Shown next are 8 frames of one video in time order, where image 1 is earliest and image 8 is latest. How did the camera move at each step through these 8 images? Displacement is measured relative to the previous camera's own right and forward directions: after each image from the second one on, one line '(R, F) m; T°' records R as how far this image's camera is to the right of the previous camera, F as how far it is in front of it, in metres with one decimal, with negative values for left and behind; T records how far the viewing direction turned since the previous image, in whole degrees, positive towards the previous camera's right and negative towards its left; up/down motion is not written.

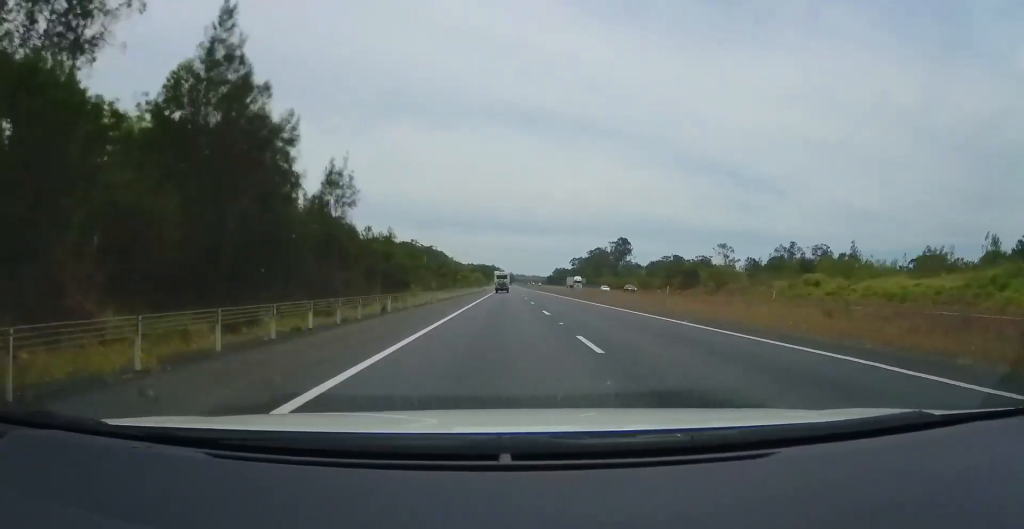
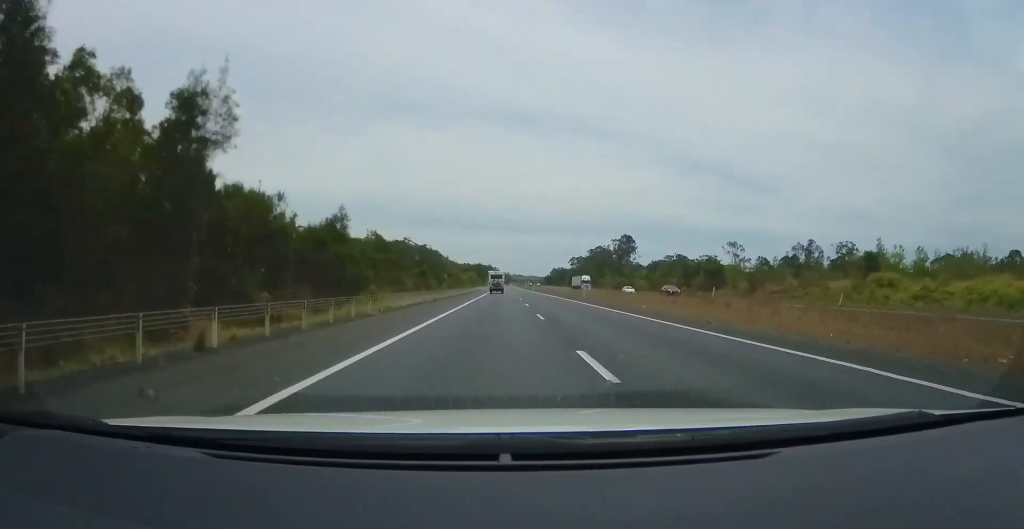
(0.0, +14.5) m; 0°
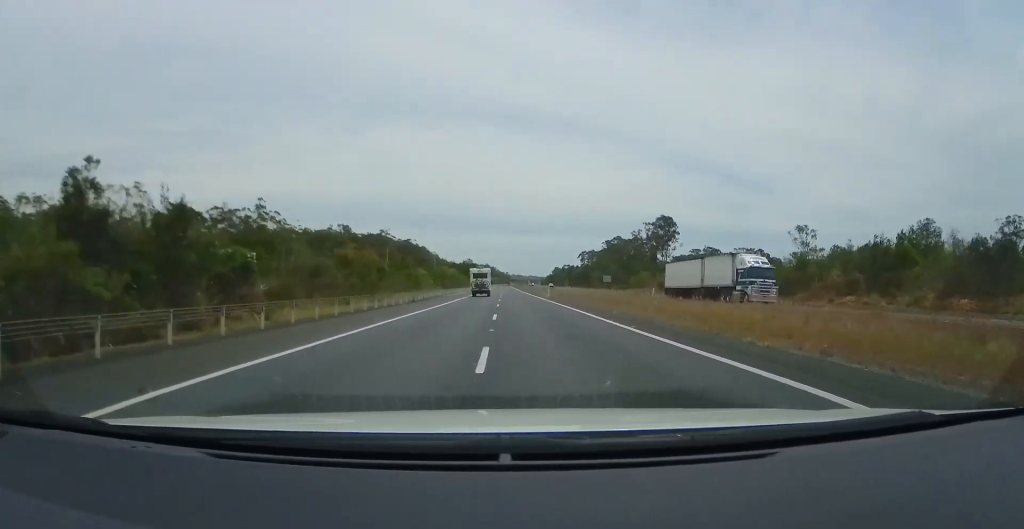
(-0.2, +58.4) m; -1°
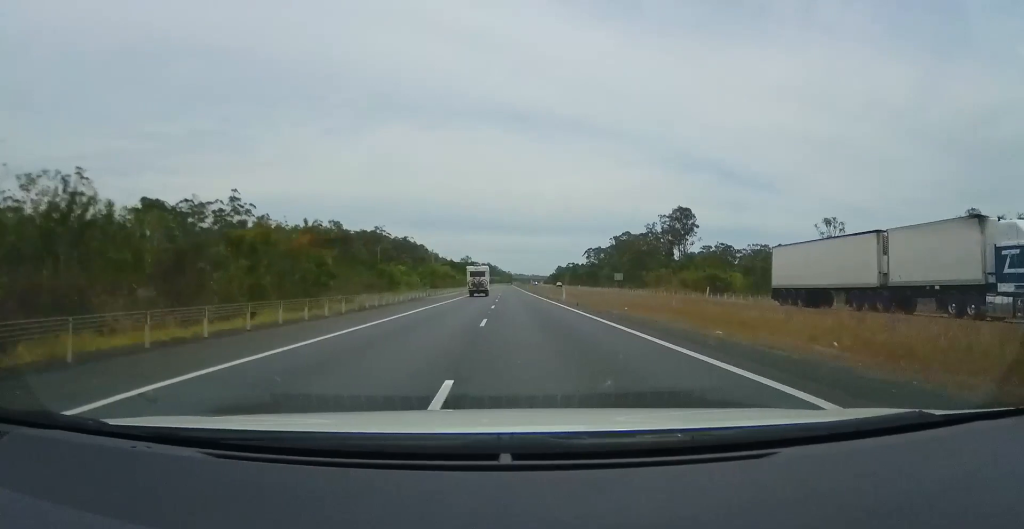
(-0.1, +16.3) m; 0°
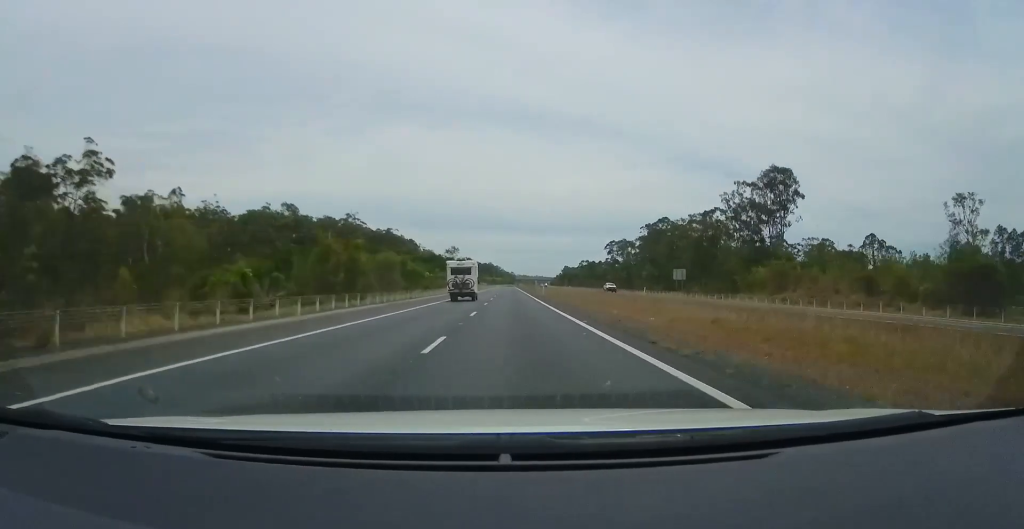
(-0.4, +53.4) m; 0°
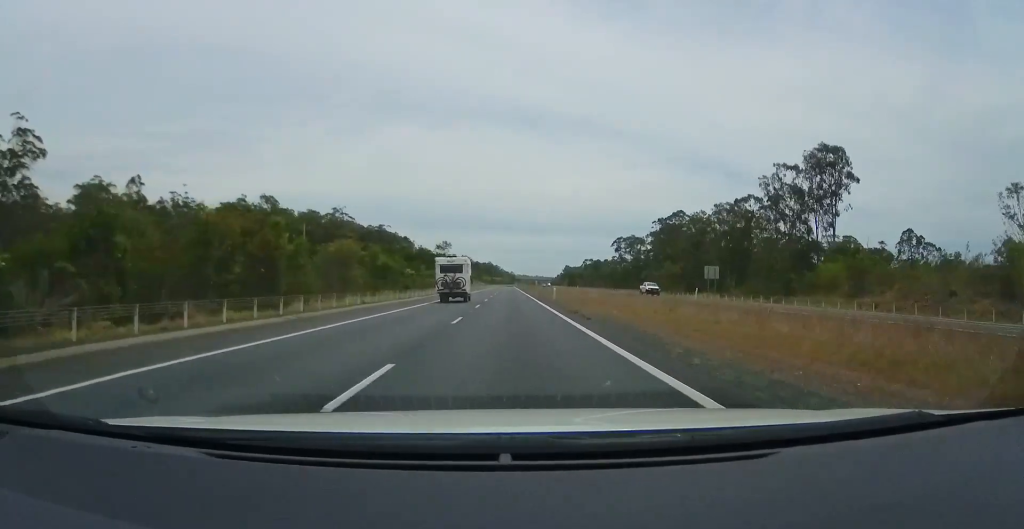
(0.0, +17.4) m; 0°
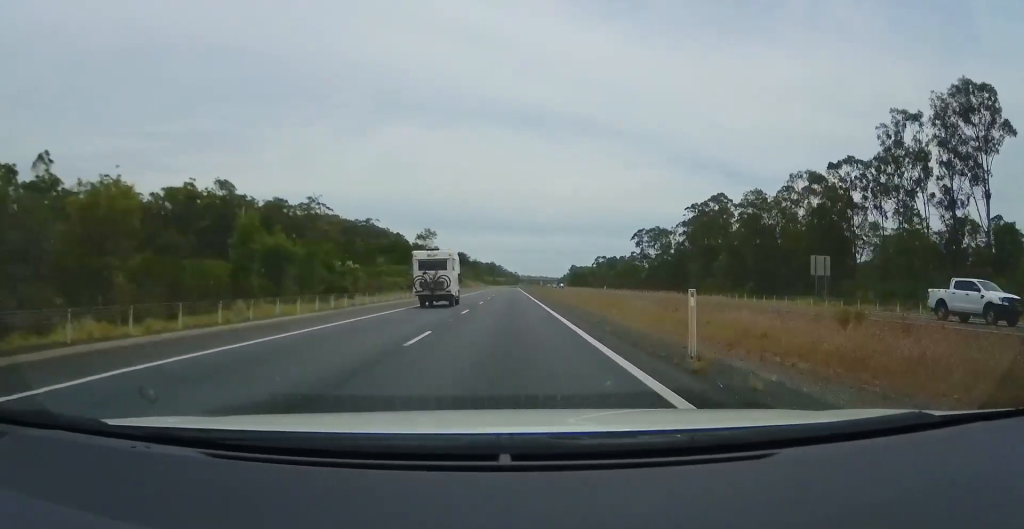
(+0.1, +29.5) m; 0°
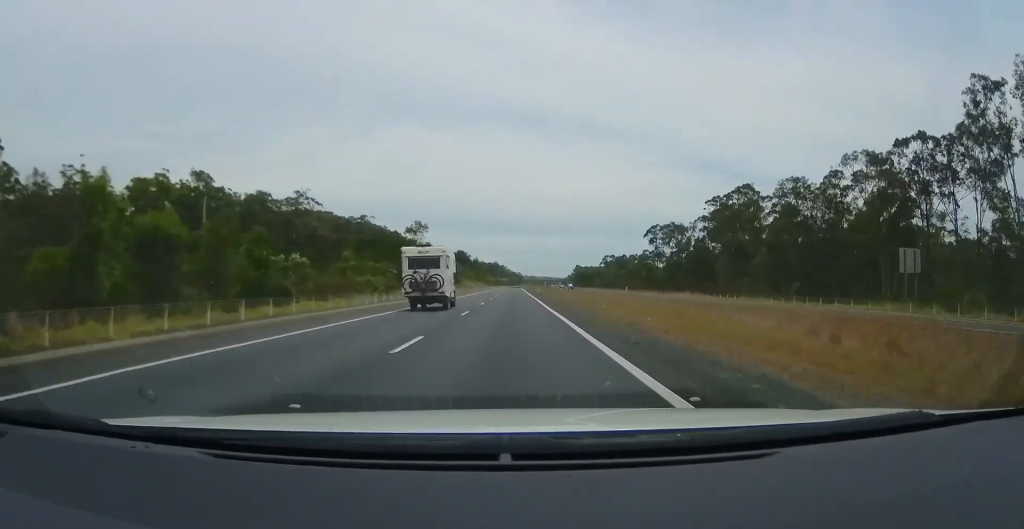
(+0.1, +13.4) m; 0°
